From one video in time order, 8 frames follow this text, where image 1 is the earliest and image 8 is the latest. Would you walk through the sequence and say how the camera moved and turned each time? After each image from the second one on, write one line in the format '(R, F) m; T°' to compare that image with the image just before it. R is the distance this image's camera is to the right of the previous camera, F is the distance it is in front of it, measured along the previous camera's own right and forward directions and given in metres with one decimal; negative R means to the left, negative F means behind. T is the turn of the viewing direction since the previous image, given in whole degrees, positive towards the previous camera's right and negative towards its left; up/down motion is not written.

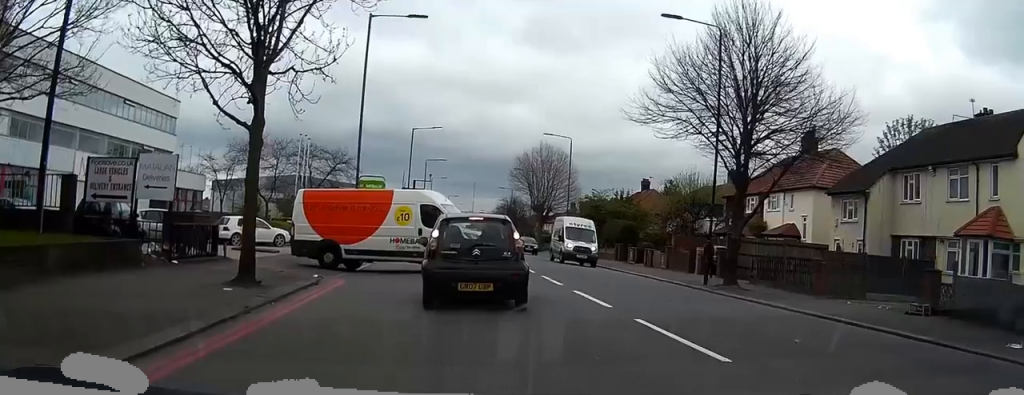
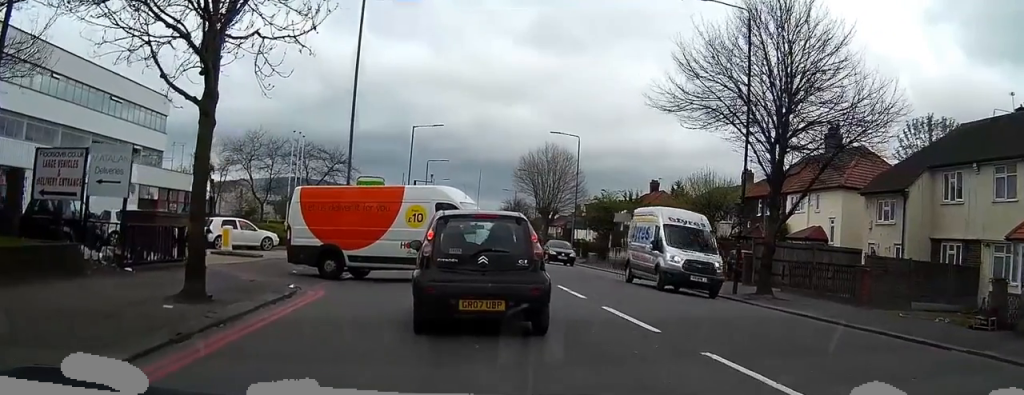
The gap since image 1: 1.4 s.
(+0.1, +2.5) m; +2°
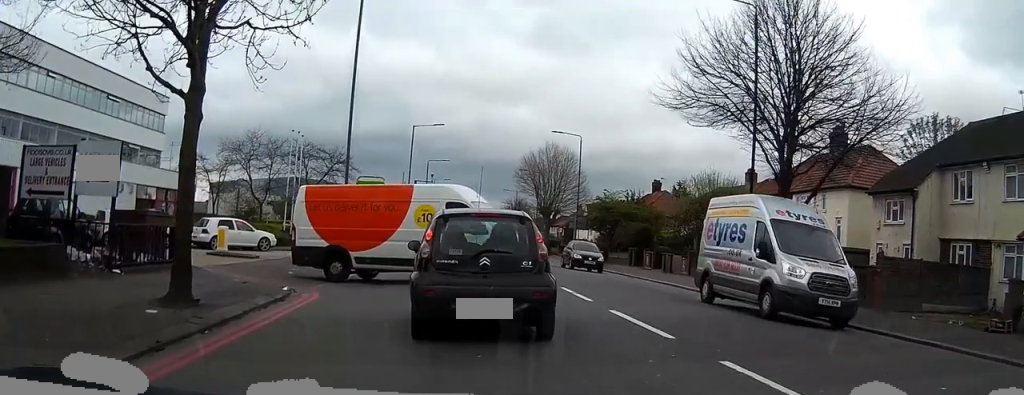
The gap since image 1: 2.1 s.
(0.0, +0.4) m; 0°
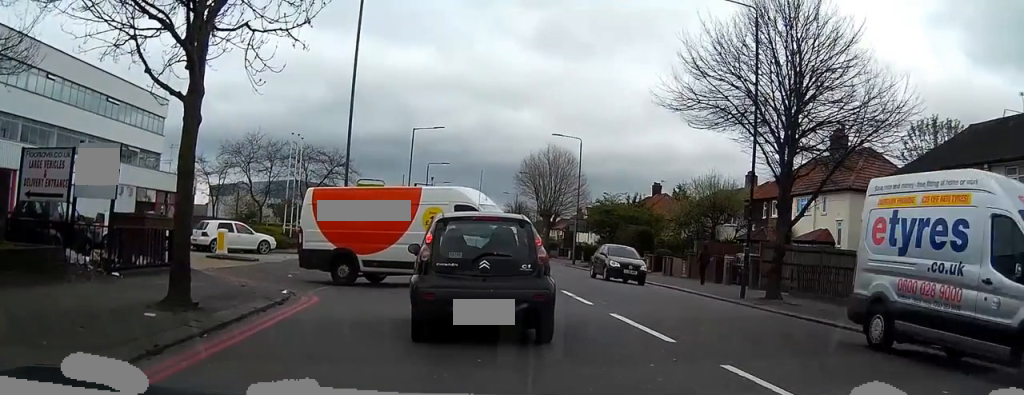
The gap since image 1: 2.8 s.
(0.0, +0.3) m; 0°
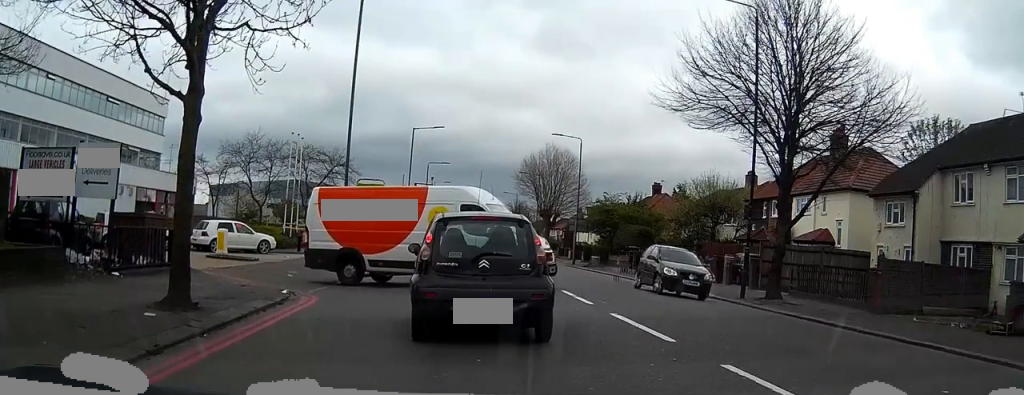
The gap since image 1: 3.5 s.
(0.0, 0.0) m; 0°
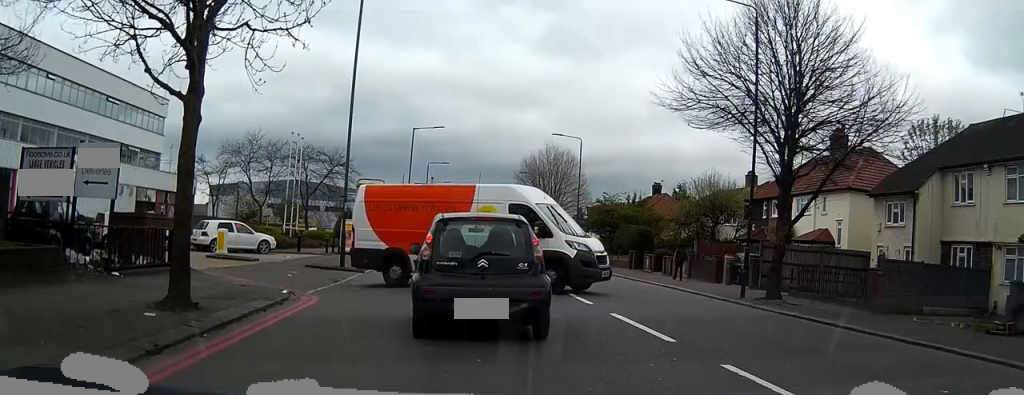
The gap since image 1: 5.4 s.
(0.0, +0.4) m; 0°
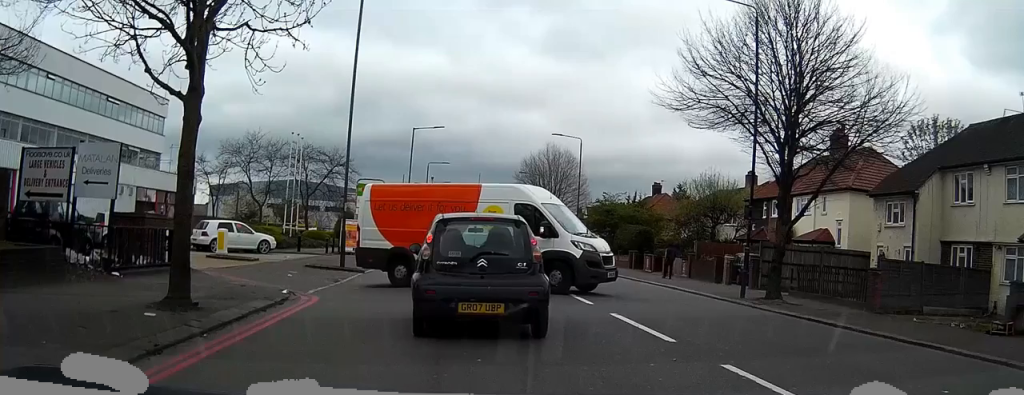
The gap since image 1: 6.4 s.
(0.0, +0.2) m; 0°
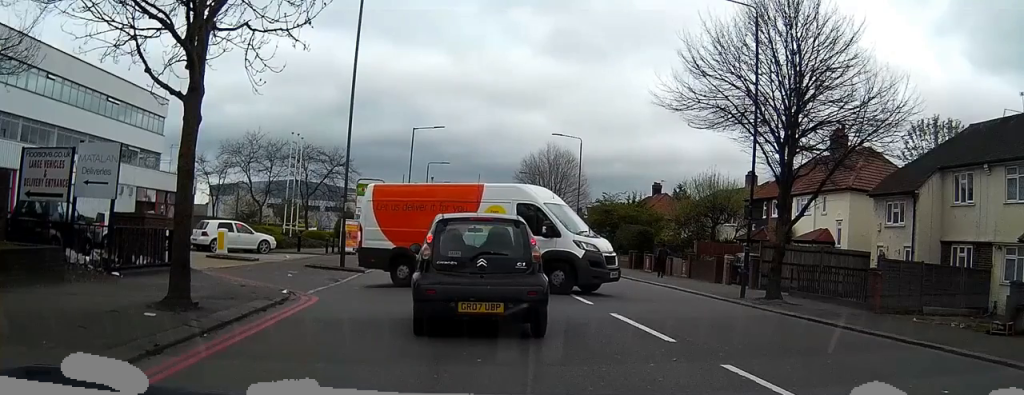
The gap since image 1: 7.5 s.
(0.0, 0.0) m; 0°
